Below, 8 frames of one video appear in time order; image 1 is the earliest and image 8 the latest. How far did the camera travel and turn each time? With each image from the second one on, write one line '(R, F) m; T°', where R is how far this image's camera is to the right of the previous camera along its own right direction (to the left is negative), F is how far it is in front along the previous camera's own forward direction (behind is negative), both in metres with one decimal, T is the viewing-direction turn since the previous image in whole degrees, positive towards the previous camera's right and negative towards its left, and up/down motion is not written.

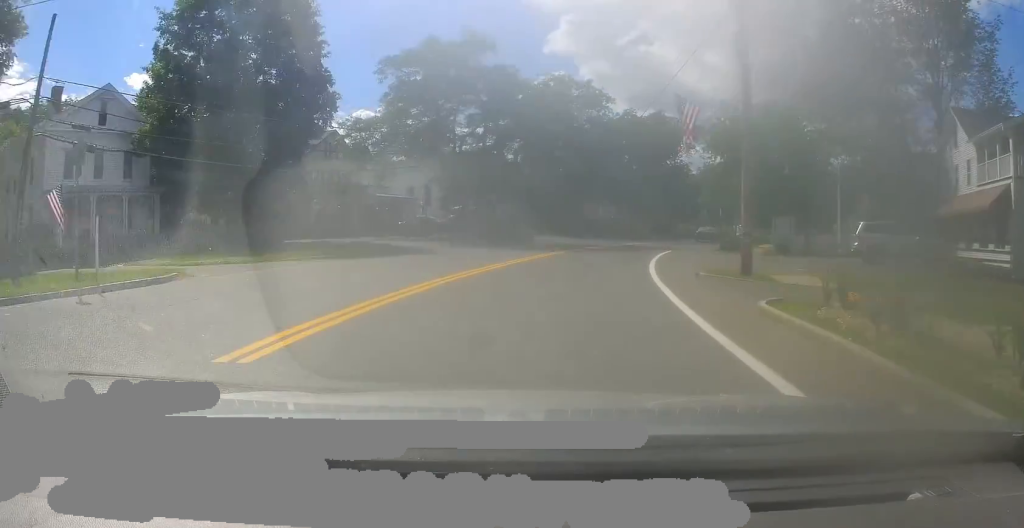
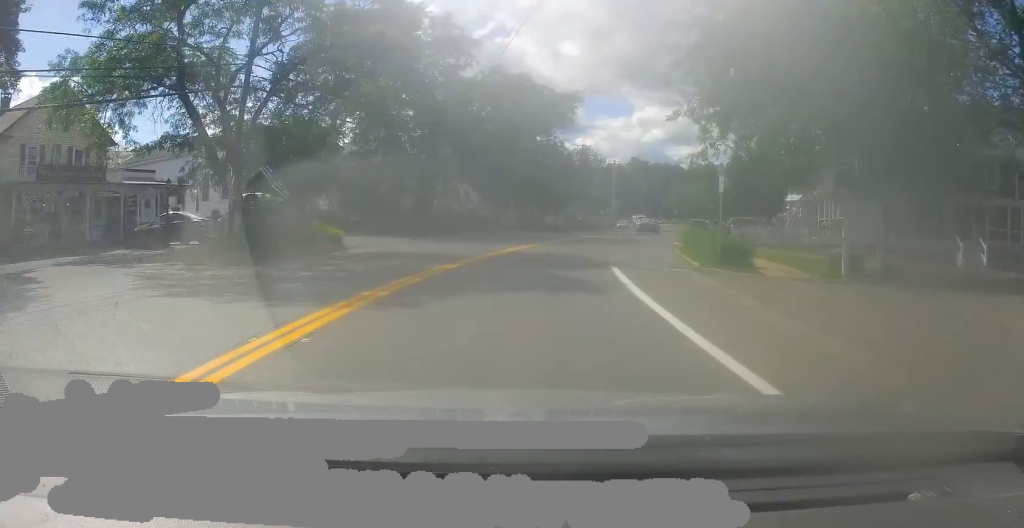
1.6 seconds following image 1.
(+1.6, +21.0) m; +11°
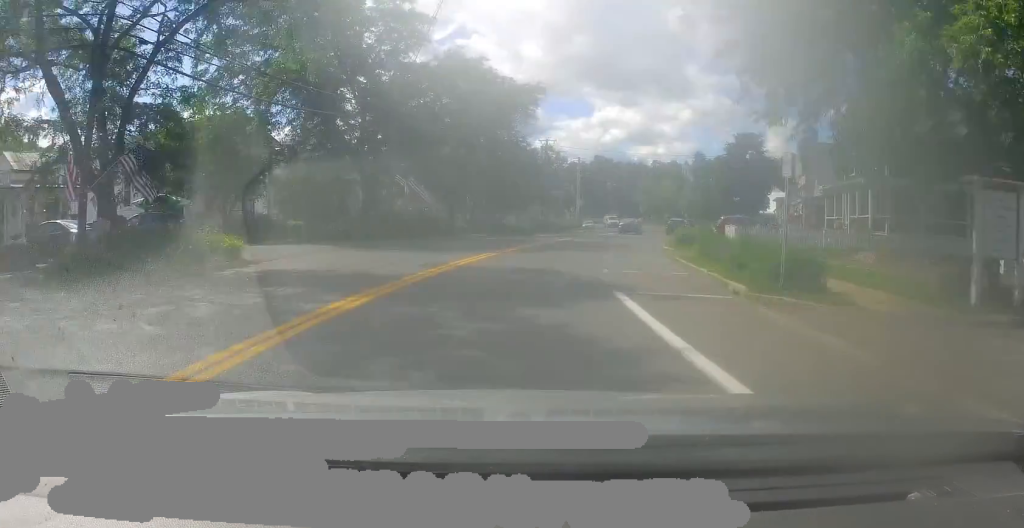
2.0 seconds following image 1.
(+0.1, +6.4) m; +5°
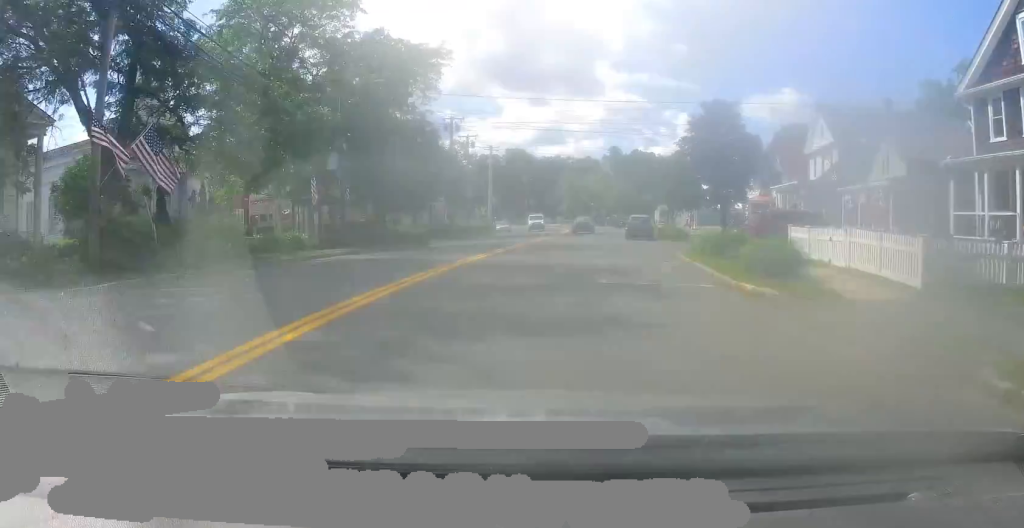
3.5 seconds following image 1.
(+1.9, +19.5) m; +8°
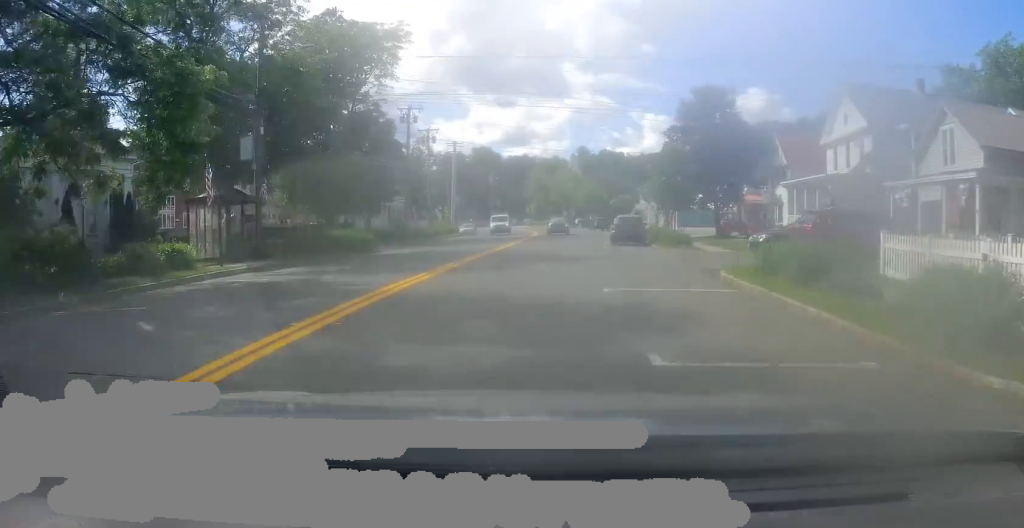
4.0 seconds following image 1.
(-0.2, +7.4) m; +3°
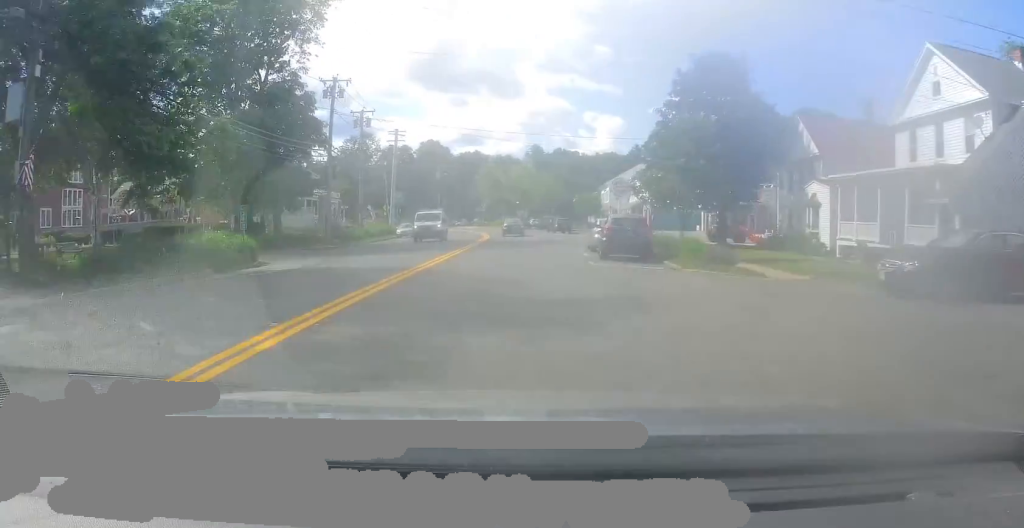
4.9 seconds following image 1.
(+0.9, +12.1) m; +4°
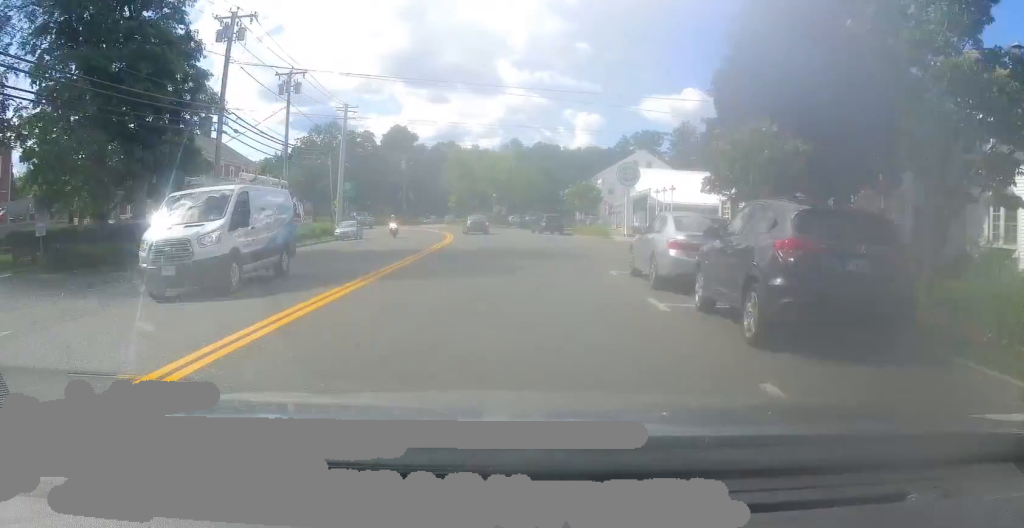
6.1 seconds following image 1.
(+0.3, +16.6) m; +1°
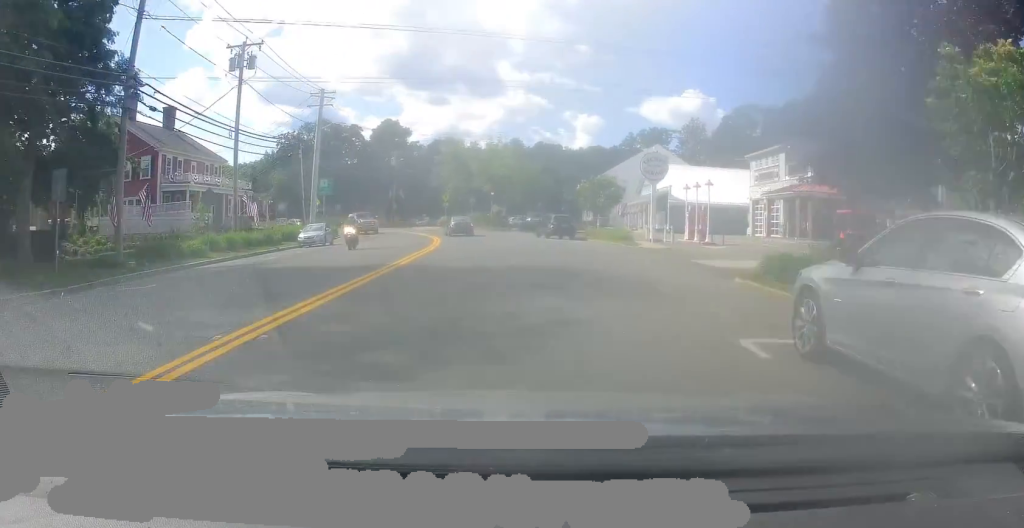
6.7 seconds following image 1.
(+0.1, +8.8) m; 0°
